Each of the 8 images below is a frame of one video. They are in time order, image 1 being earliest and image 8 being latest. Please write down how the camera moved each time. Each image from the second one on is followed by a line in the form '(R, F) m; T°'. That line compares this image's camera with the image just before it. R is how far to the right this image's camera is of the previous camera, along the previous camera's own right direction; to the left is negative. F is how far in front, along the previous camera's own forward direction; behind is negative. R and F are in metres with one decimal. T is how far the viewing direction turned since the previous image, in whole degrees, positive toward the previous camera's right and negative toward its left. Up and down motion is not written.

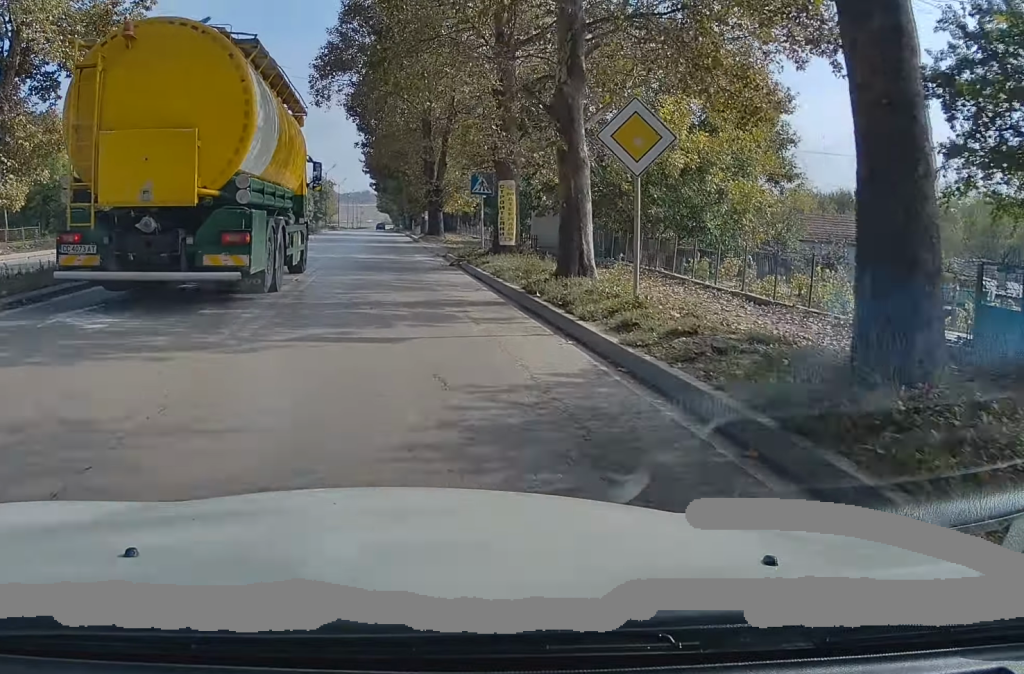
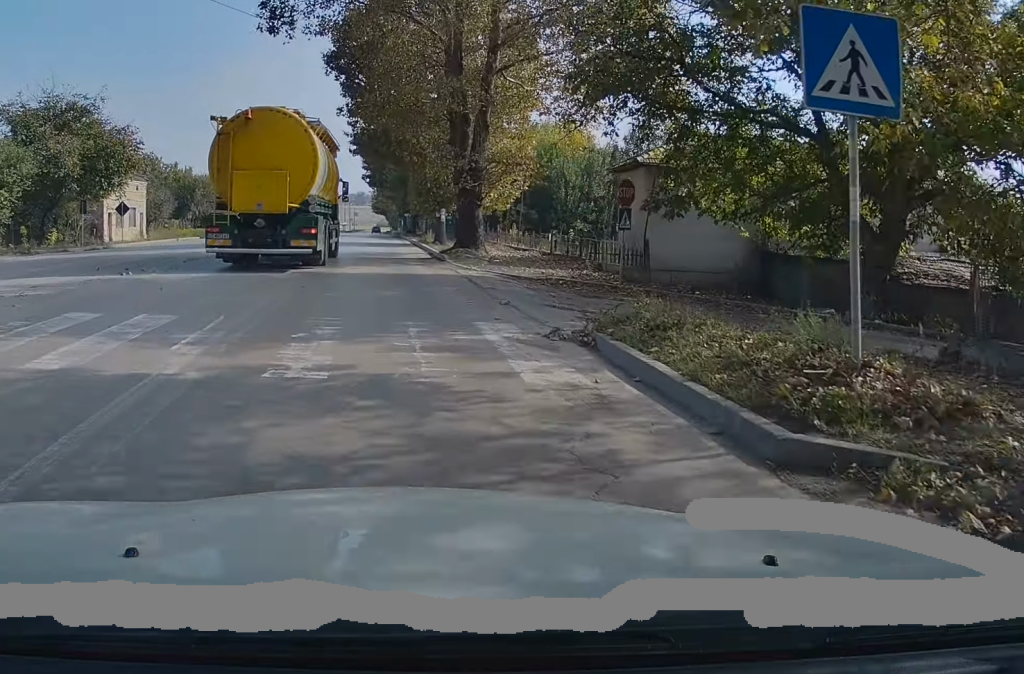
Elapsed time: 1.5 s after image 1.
(+0.6, +20.5) m; +1°
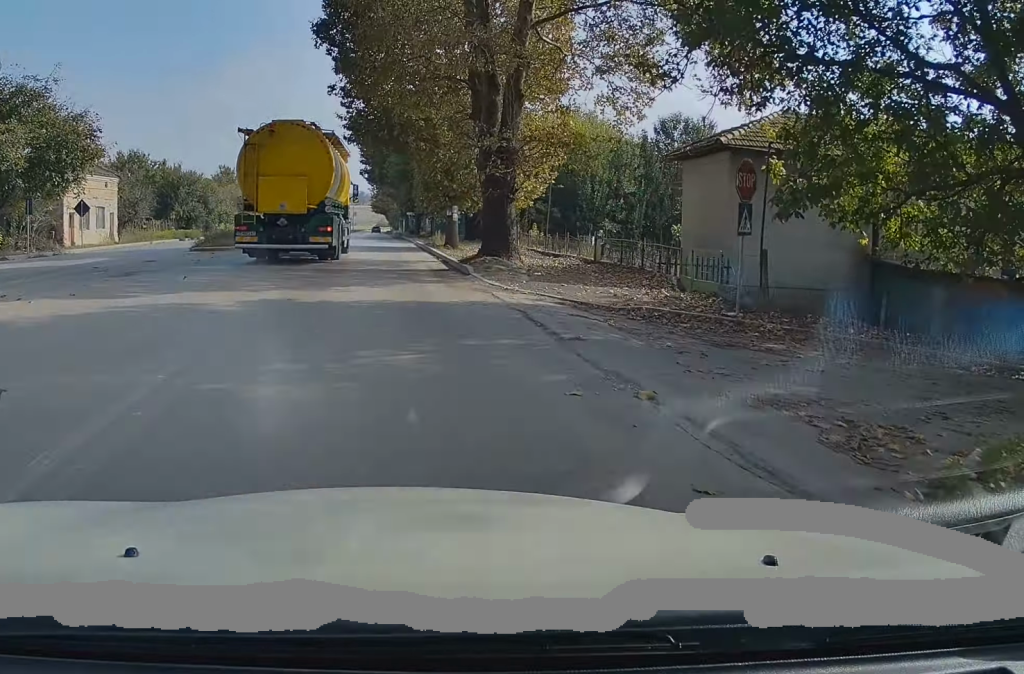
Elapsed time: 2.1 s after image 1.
(0.0, +7.0) m; -1°
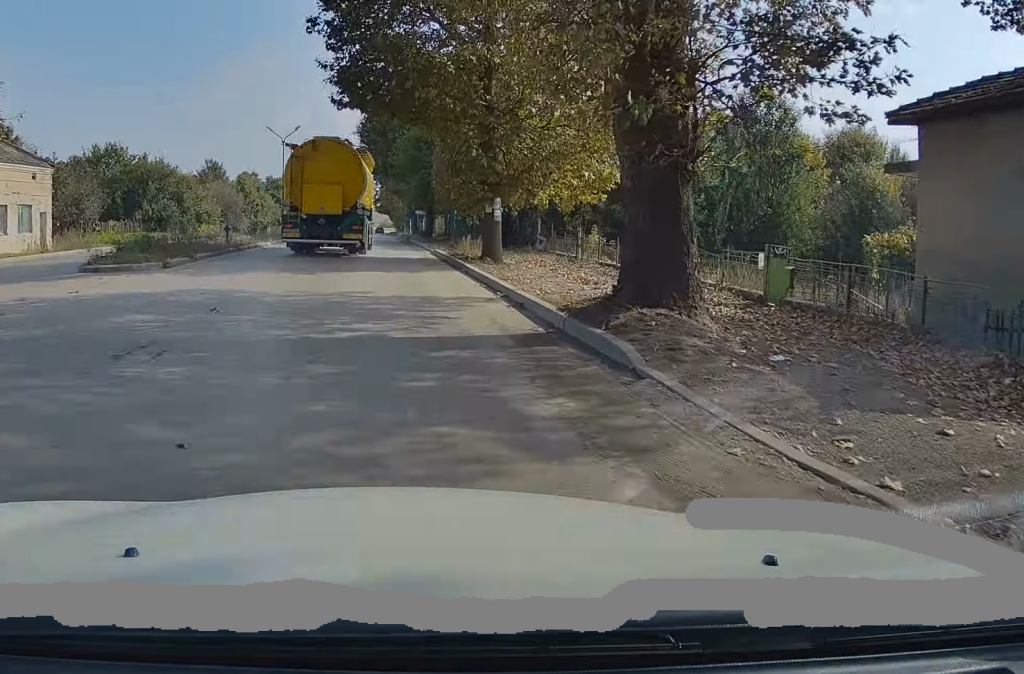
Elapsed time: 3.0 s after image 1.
(-0.1, +12.1) m; -1°
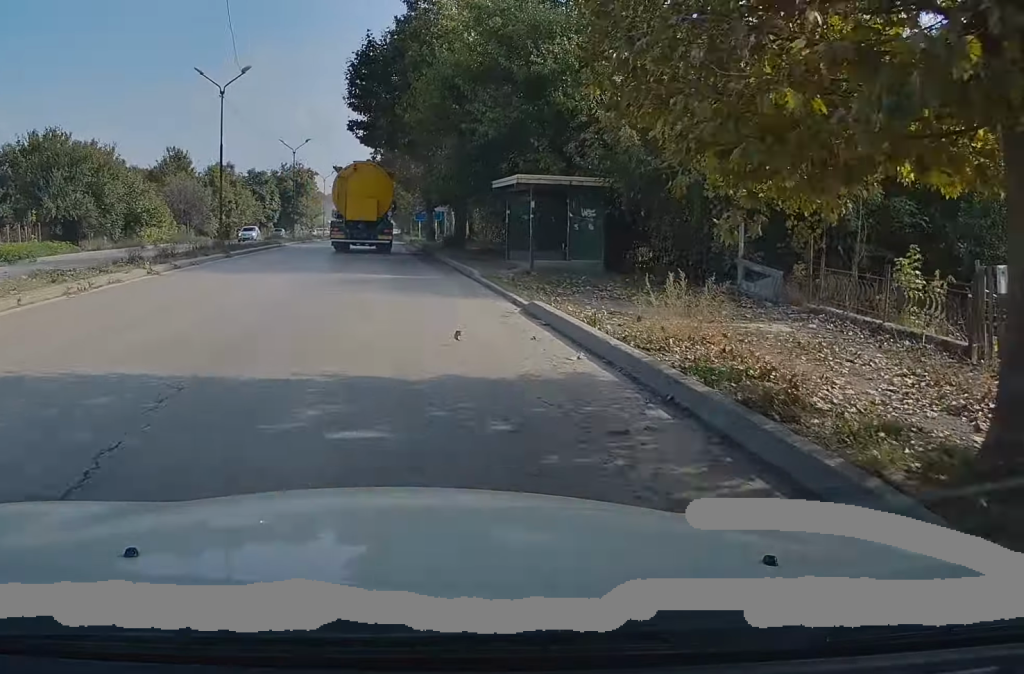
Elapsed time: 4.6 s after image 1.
(+0.1, +21.1) m; +1°
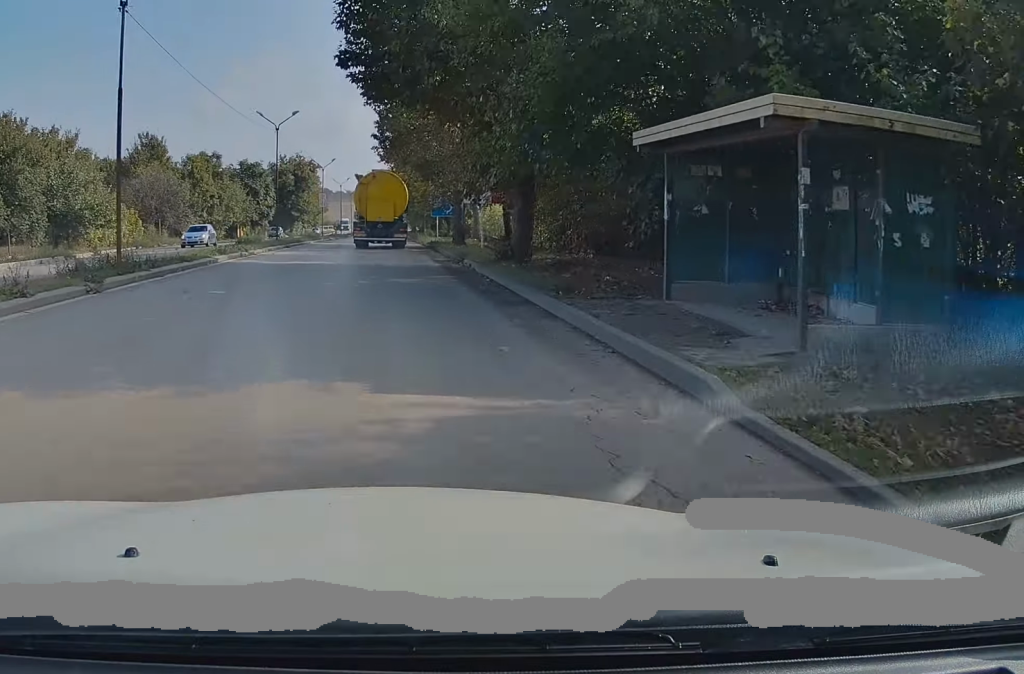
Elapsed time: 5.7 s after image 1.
(-0.1, +13.8) m; -1°
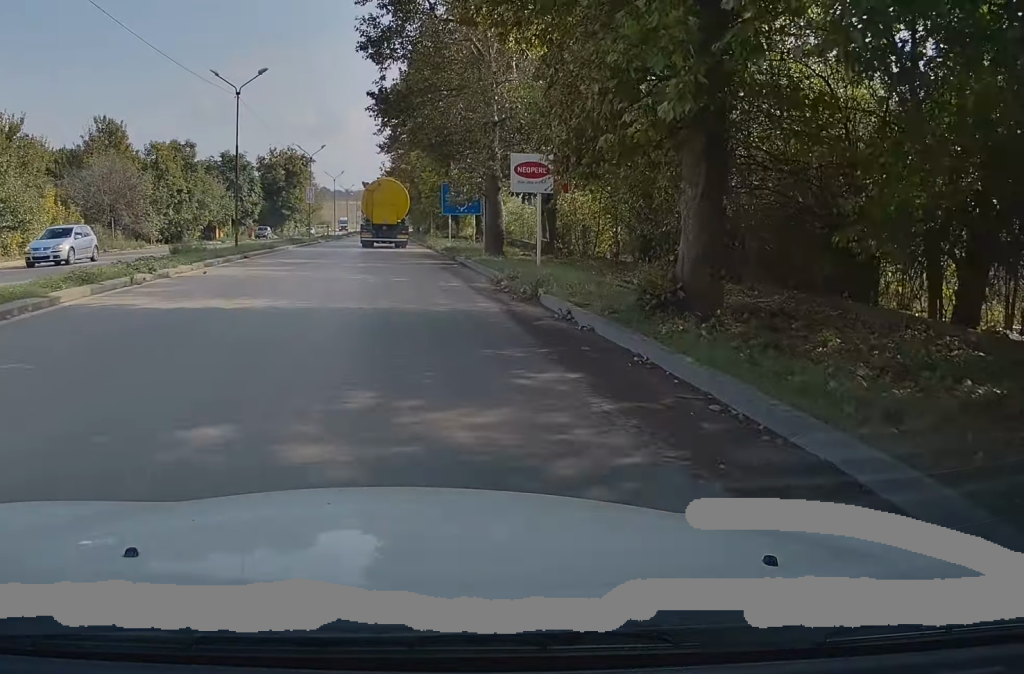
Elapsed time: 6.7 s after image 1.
(-0.2, +12.3) m; +1°
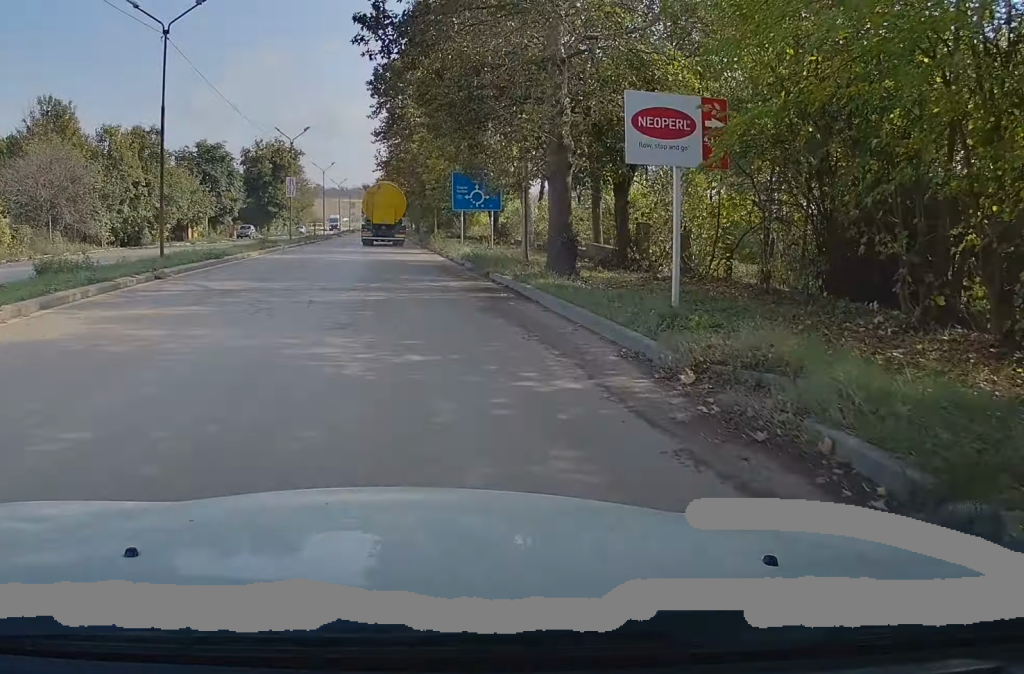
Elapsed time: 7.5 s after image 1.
(+0.3, +10.7) m; +1°
